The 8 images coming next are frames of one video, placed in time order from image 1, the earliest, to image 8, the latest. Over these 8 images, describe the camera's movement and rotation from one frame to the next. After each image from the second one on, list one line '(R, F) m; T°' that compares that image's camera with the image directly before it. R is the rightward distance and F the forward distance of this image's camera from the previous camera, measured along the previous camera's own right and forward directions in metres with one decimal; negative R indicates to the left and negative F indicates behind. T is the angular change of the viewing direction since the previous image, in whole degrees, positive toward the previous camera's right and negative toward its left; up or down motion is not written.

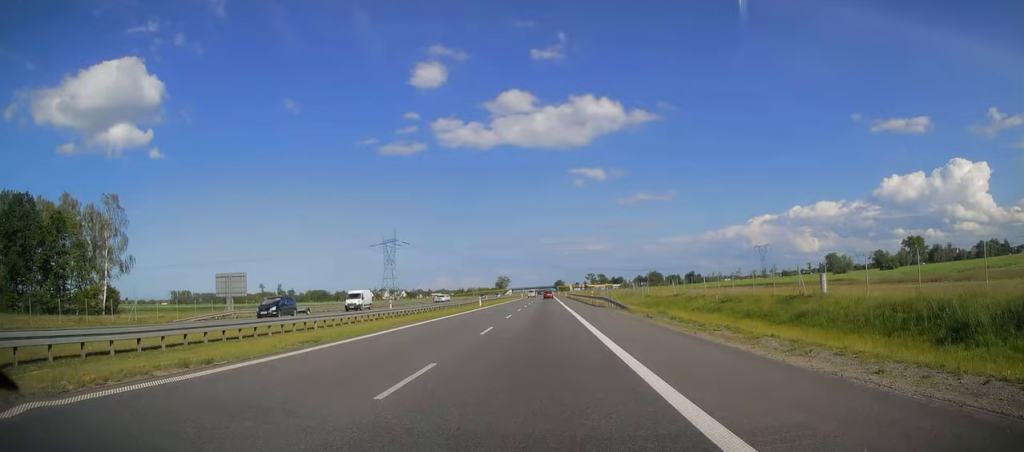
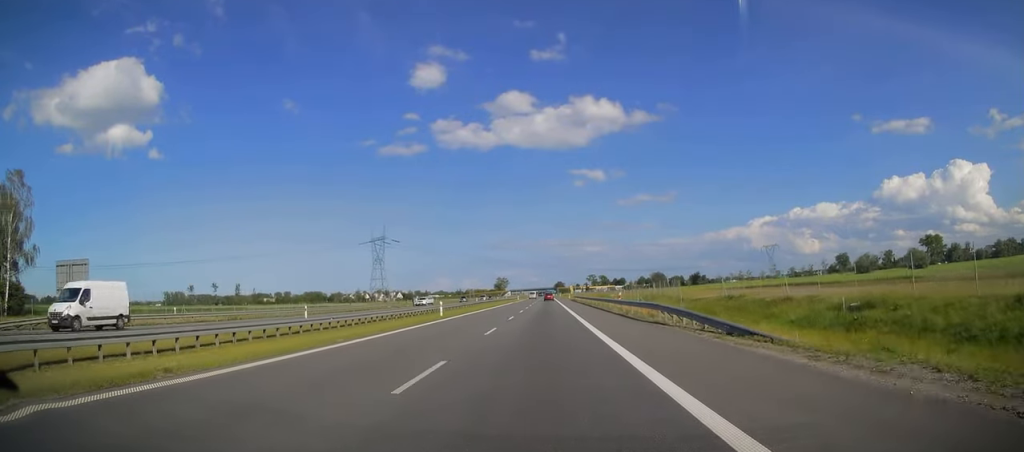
(0.0, +23.4) m; 0°
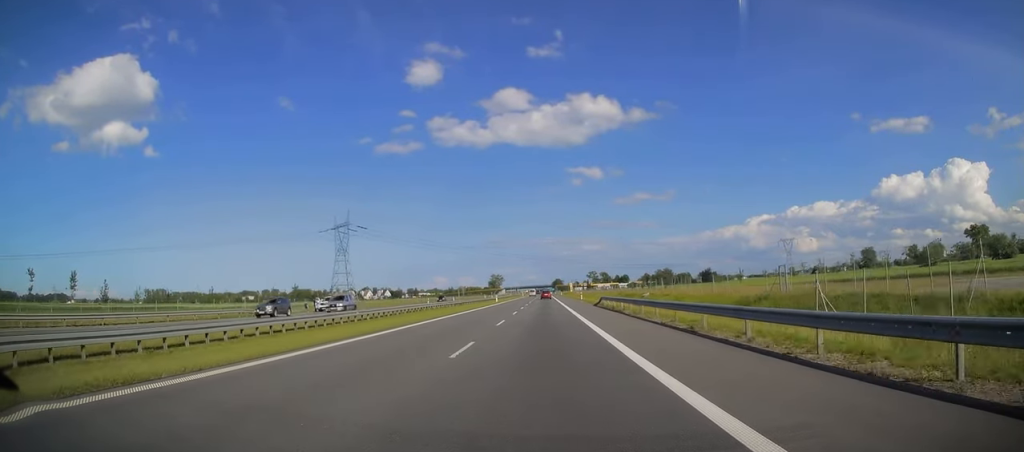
(+0.7, +55.2) m; +1°
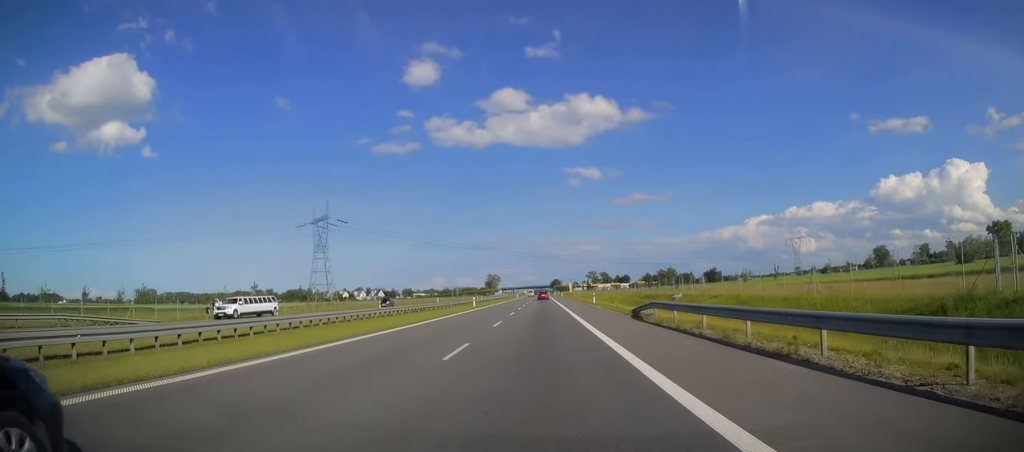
(-0.3, +24.1) m; 0°
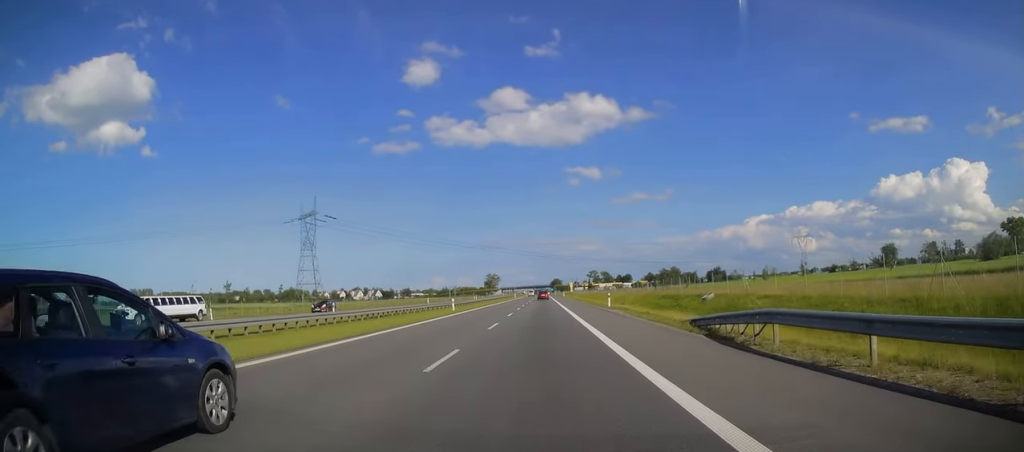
(+0.2, +13.7) m; 0°
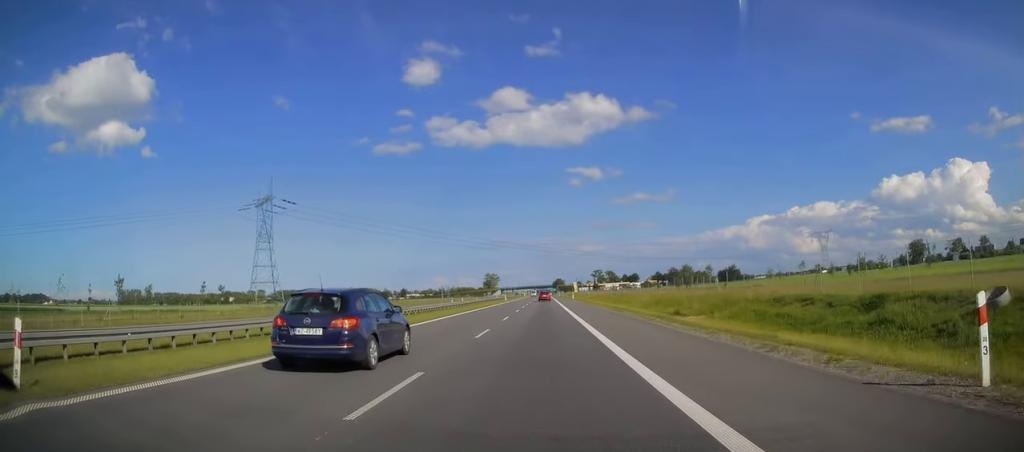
(-0.2, +39.7) m; -1°
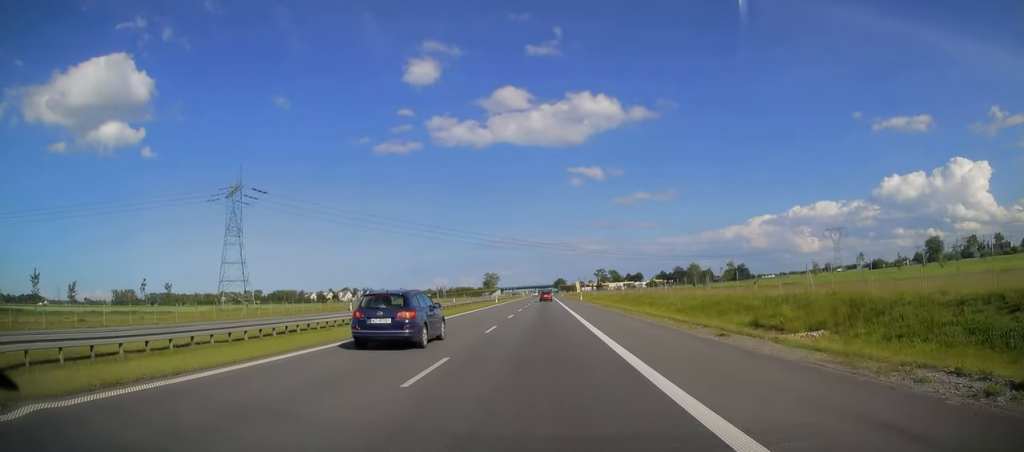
(0.0, +21.6) m; 0°
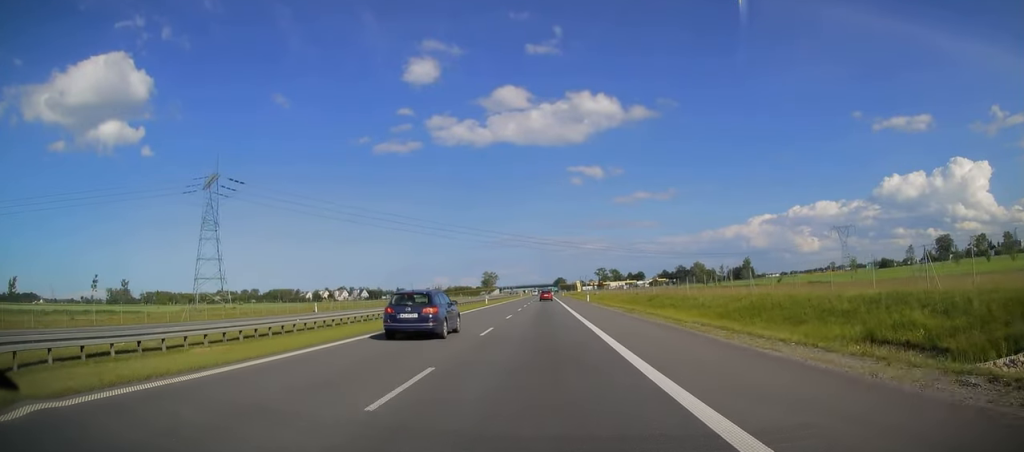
(0.0, +13.8) m; 0°
